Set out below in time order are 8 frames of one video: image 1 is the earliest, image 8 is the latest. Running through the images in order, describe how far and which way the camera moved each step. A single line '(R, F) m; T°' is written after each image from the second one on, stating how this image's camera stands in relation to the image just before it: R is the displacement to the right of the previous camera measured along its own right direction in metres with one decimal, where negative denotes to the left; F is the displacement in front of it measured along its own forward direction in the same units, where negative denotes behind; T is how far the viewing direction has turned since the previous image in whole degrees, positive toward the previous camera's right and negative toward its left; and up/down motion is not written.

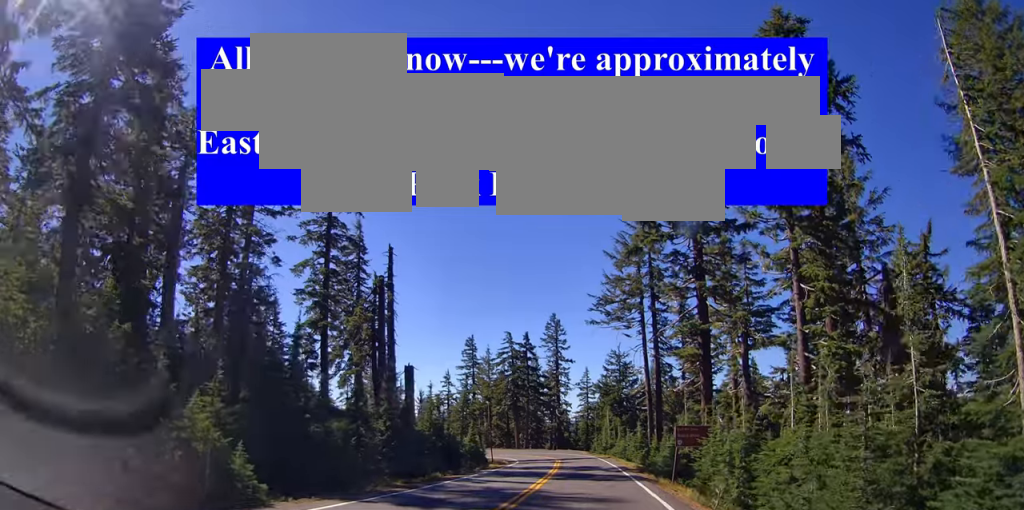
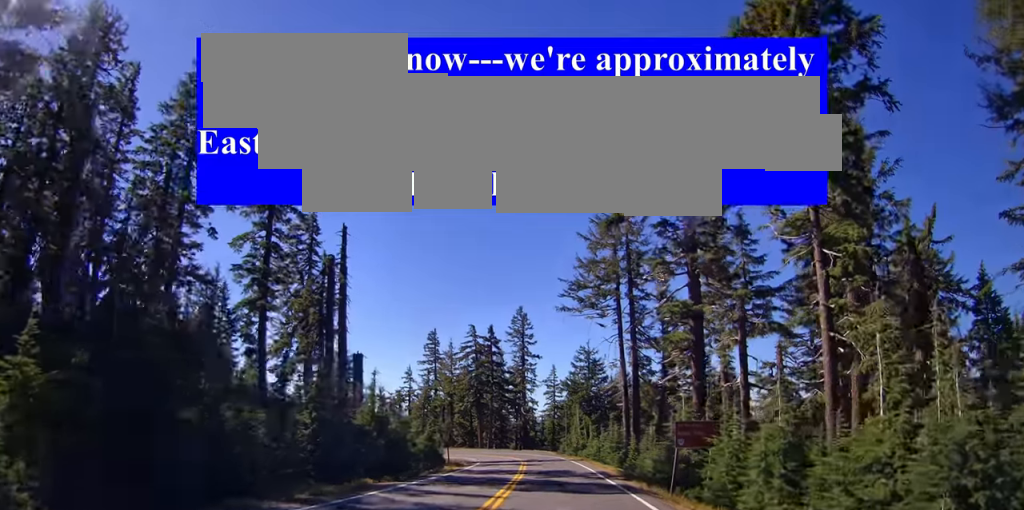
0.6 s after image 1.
(+0.1, +6.6) m; +1°
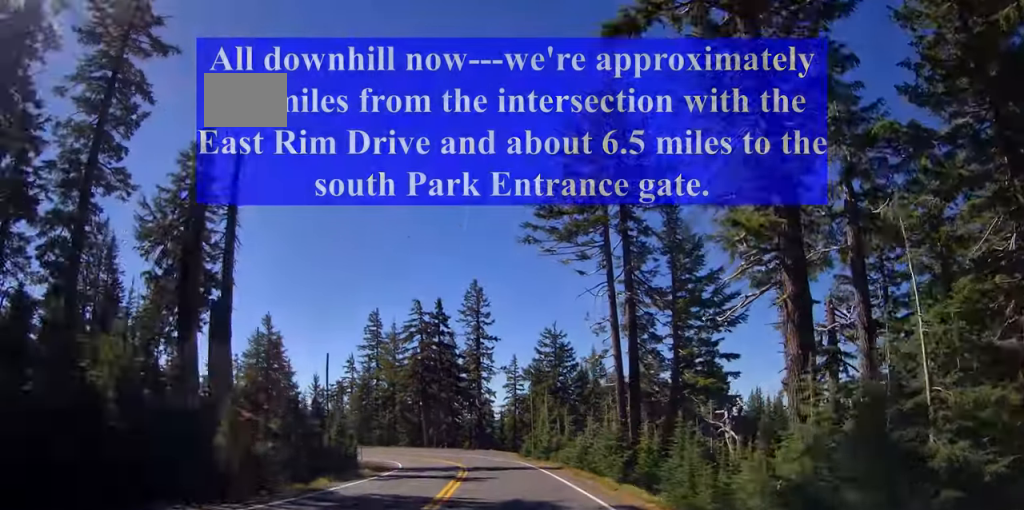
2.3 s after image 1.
(+0.2, +19.5) m; 0°
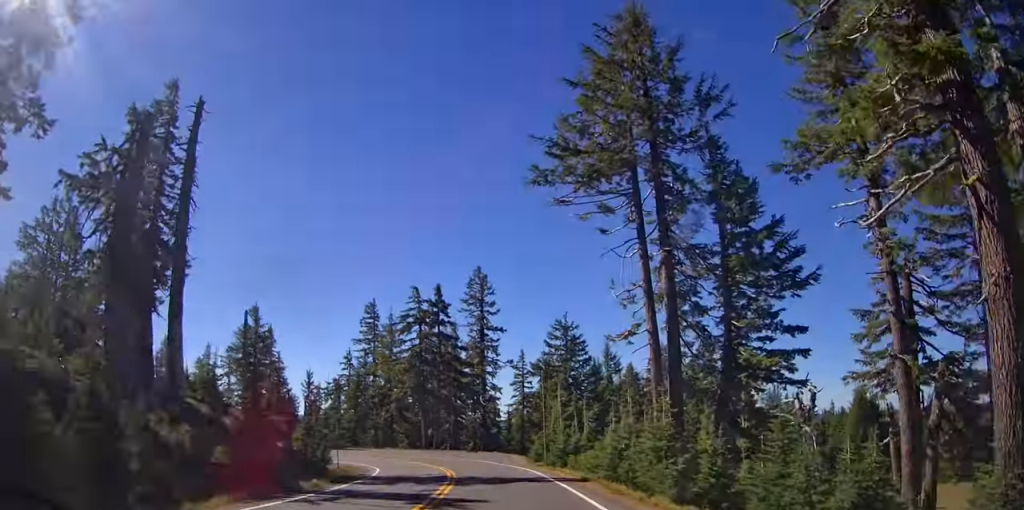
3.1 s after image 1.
(+0.1, +9.0) m; -2°
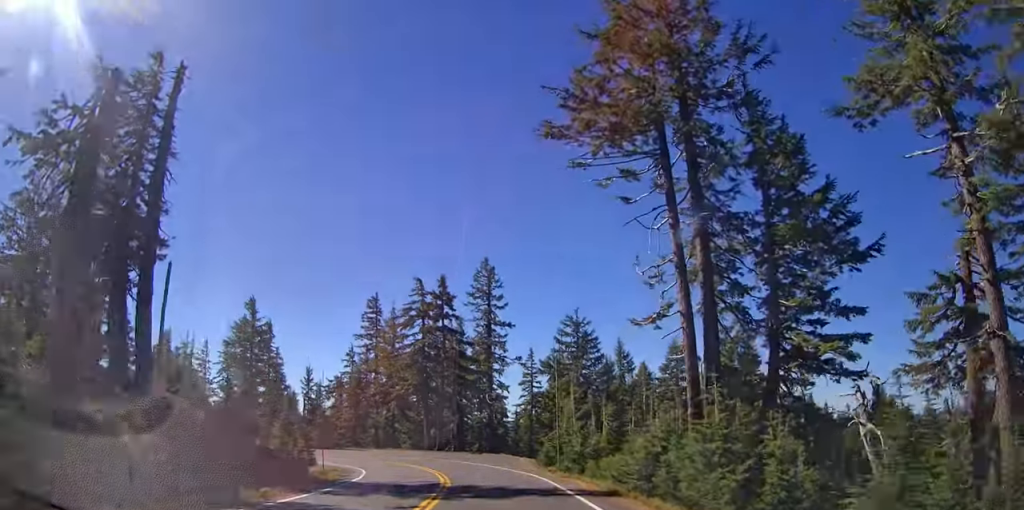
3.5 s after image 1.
(-0.3, +4.9) m; -1°
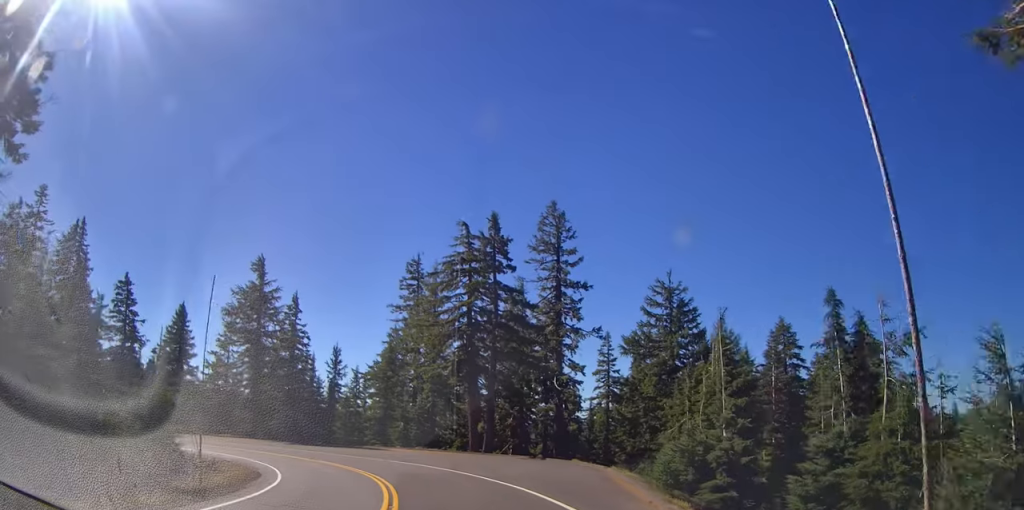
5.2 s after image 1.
(-0.8, +21.4) m; -3°
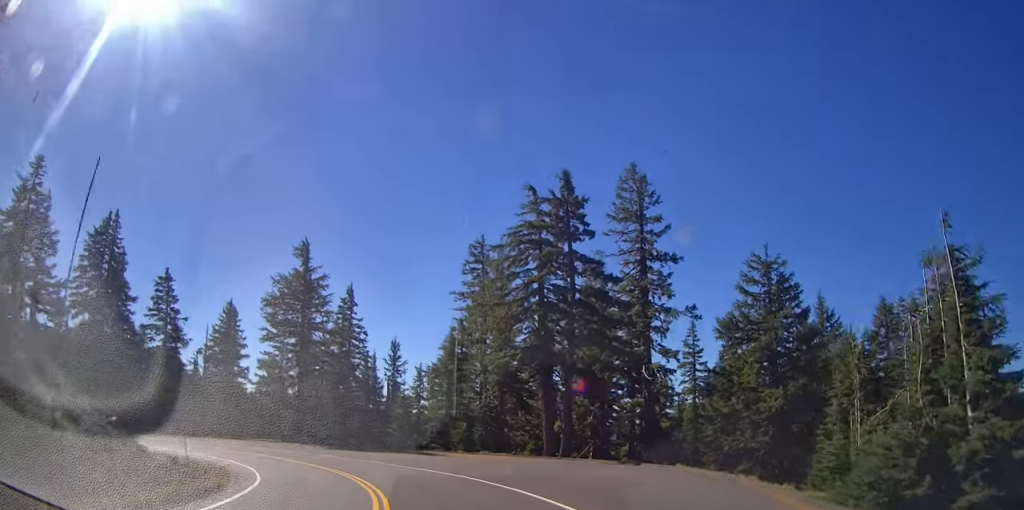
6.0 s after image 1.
(+0.1, +9.5) m; -3°
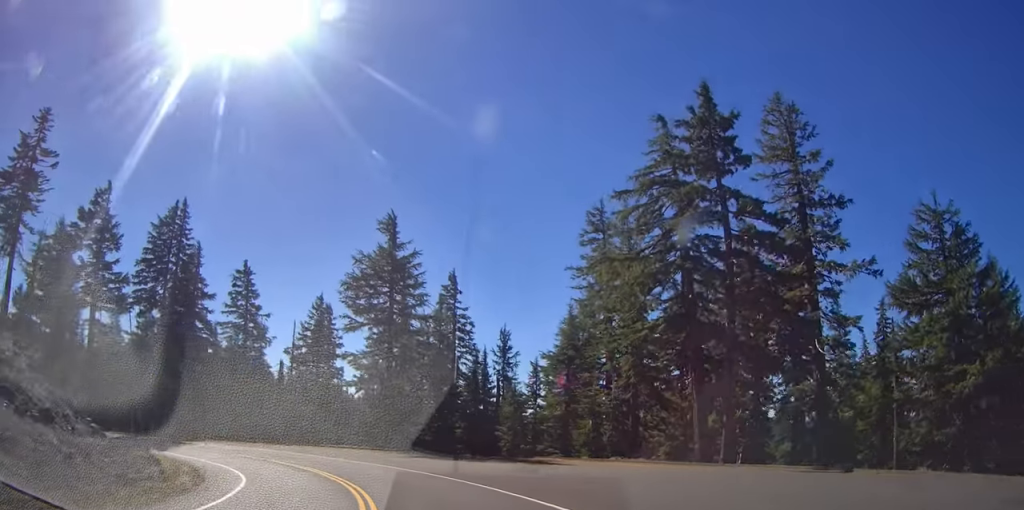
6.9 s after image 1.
(-0.7, +11.6) m; -15°
